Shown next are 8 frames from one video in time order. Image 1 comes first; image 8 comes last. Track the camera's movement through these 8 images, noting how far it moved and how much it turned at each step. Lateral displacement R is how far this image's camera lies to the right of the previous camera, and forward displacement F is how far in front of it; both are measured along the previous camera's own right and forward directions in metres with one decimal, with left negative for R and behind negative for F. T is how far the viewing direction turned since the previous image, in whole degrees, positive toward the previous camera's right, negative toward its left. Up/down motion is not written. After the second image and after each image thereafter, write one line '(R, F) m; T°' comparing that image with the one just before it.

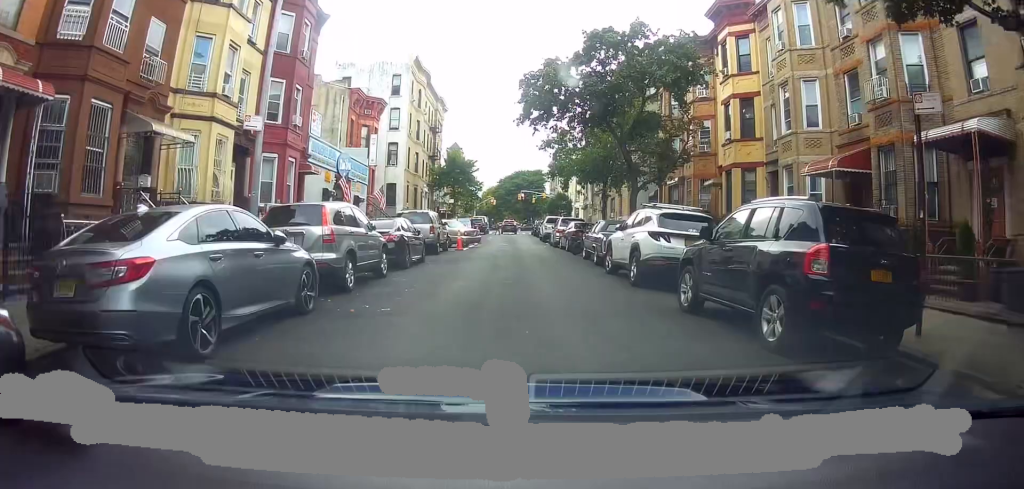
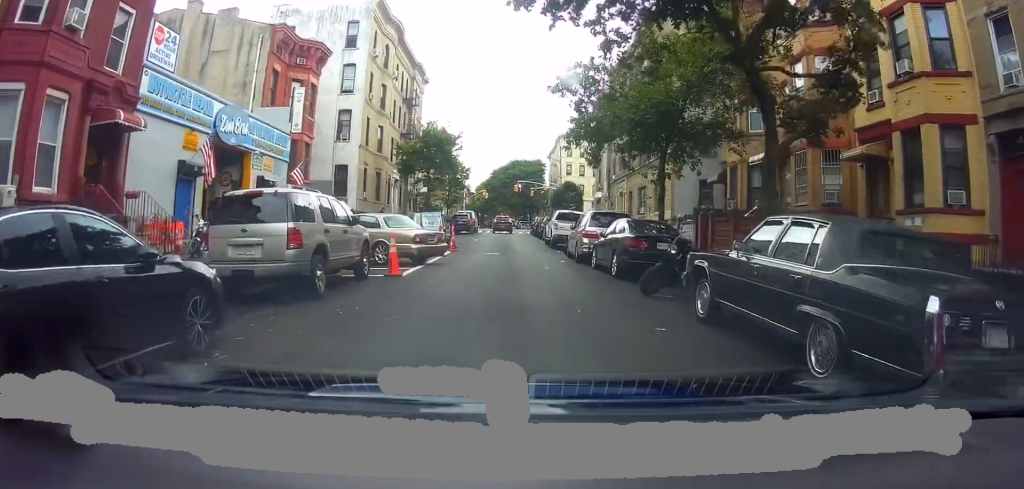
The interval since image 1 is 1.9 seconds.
(-1.0, +13.4) m; -4°
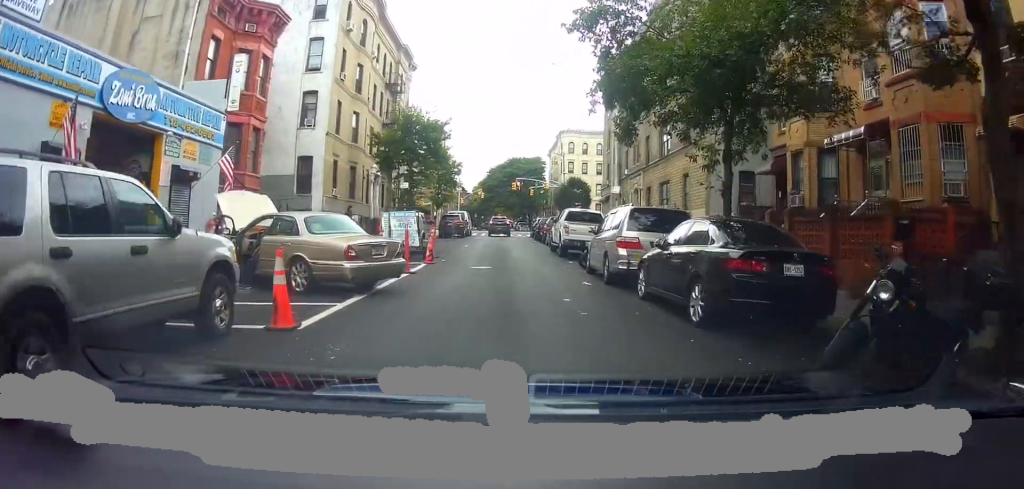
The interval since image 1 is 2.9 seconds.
(+0.2, +6.1) m; +3°
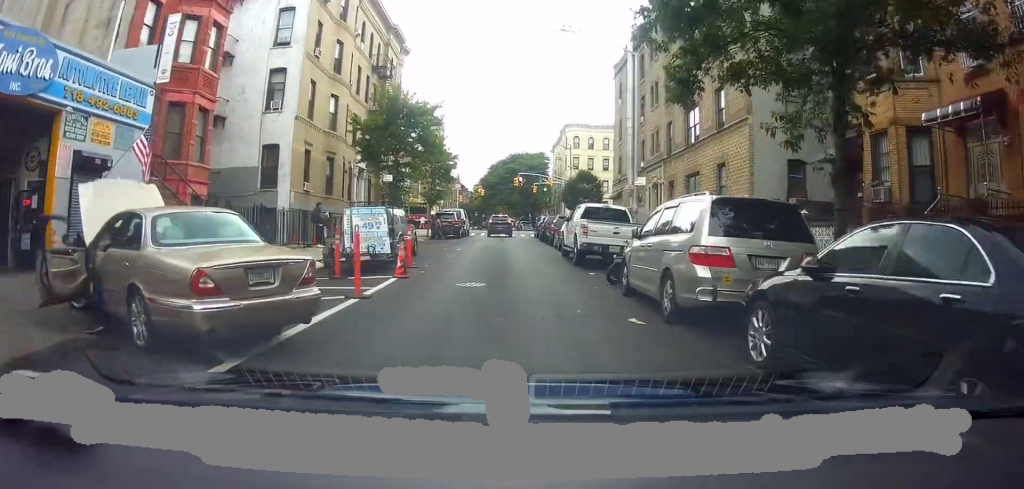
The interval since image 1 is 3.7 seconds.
(+0.1, +4.9) m; 0°
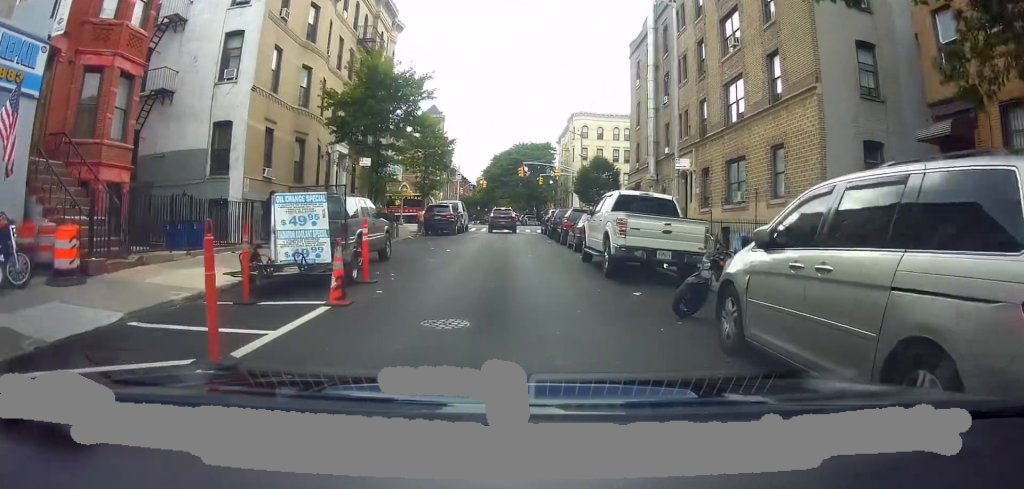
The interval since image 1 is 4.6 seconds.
(-0.1, +5.2) m; -1°
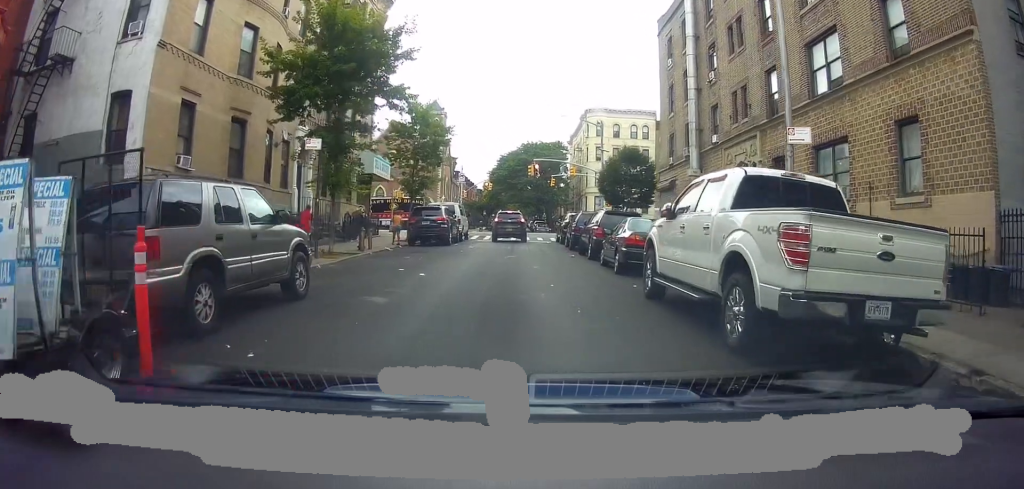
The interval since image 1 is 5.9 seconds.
(+0.3, +7.1) m; +2°
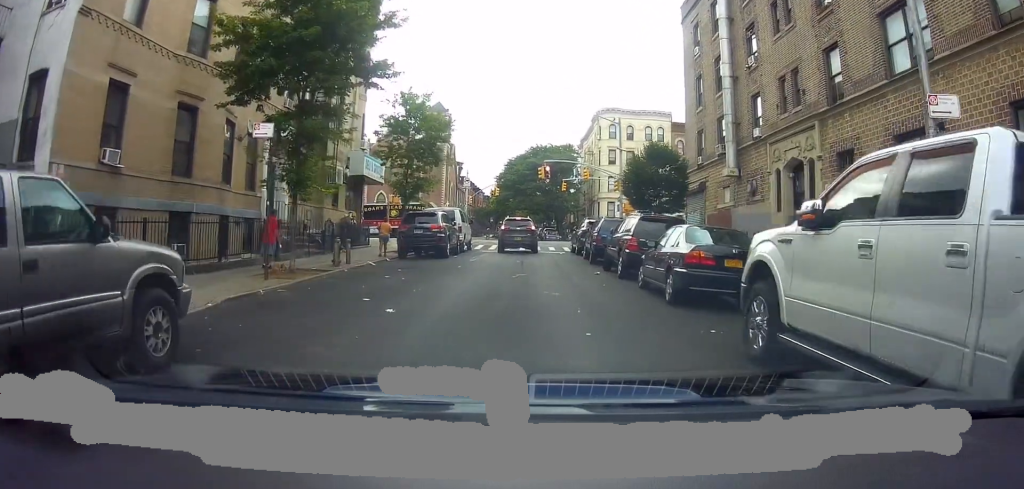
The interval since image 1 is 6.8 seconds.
(-0.1, +3.9) m; -2°
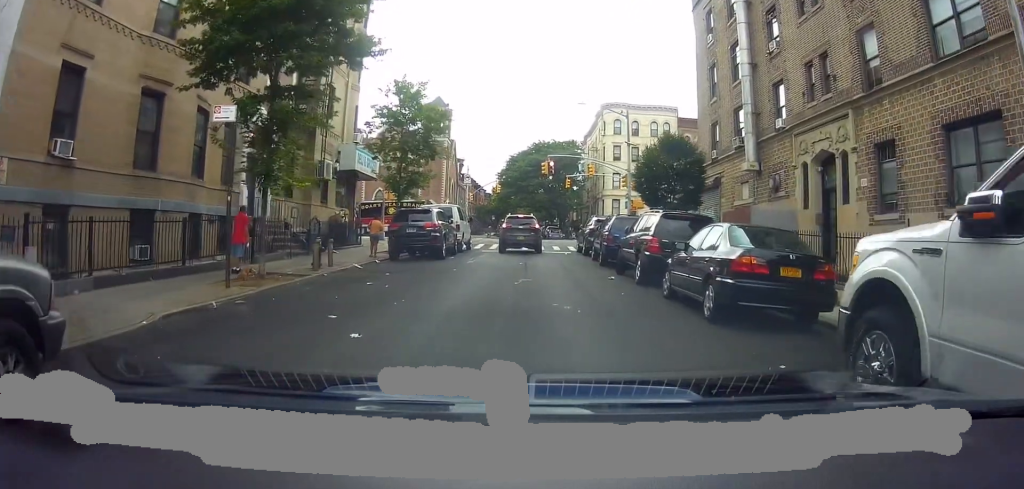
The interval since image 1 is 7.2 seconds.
(-0.5, +2.0) m; 0°
